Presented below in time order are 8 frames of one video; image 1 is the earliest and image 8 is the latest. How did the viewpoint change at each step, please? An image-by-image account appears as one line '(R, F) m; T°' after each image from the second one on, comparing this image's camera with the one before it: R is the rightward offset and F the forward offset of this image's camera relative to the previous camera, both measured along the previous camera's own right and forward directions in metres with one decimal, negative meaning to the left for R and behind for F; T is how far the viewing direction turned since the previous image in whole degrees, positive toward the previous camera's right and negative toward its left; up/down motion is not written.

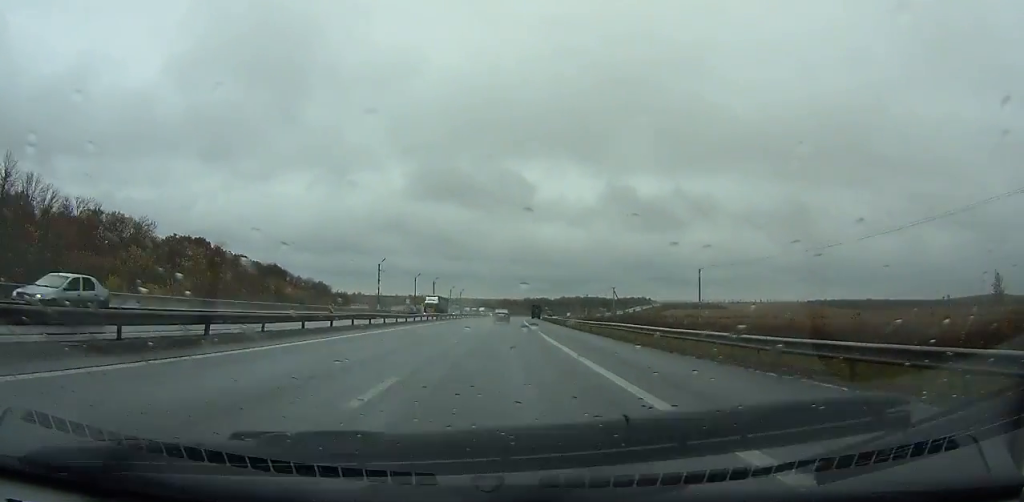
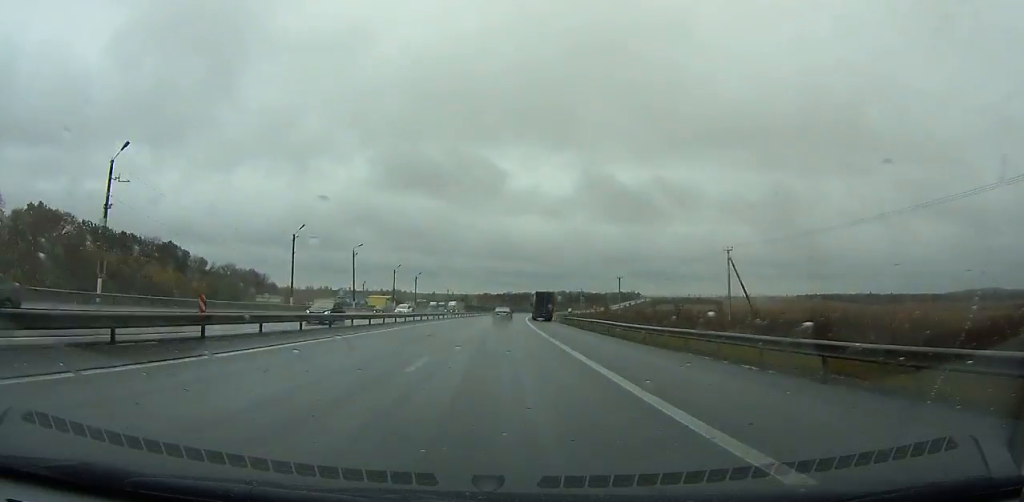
(+2.3, +79.6) m; +3°
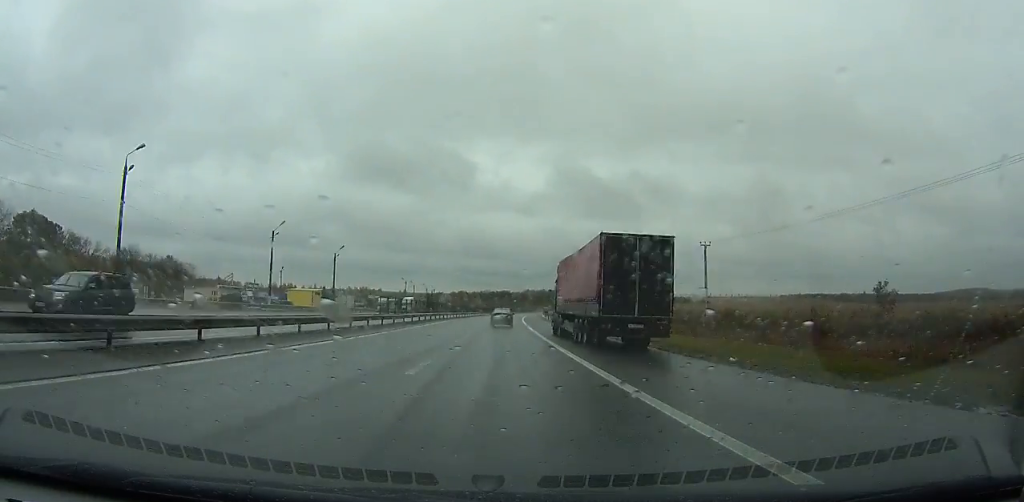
(+1.1, +58.0) m; +2°
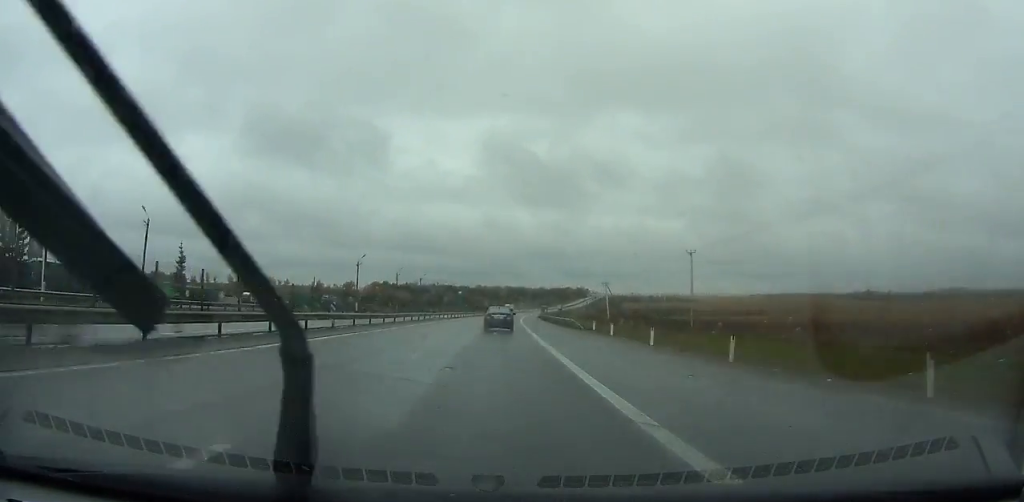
(+7.6, +176.8) m; +5°
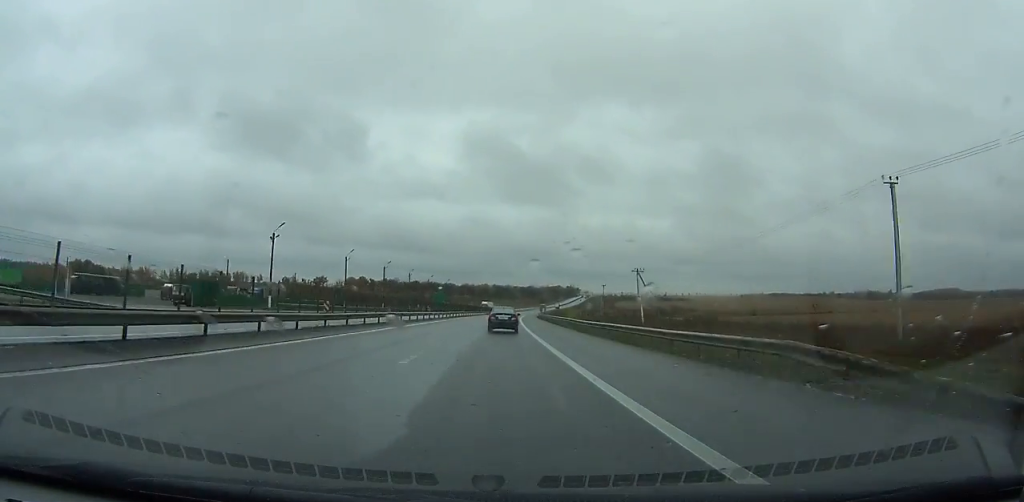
(-0.1, +37.3) m; +1°
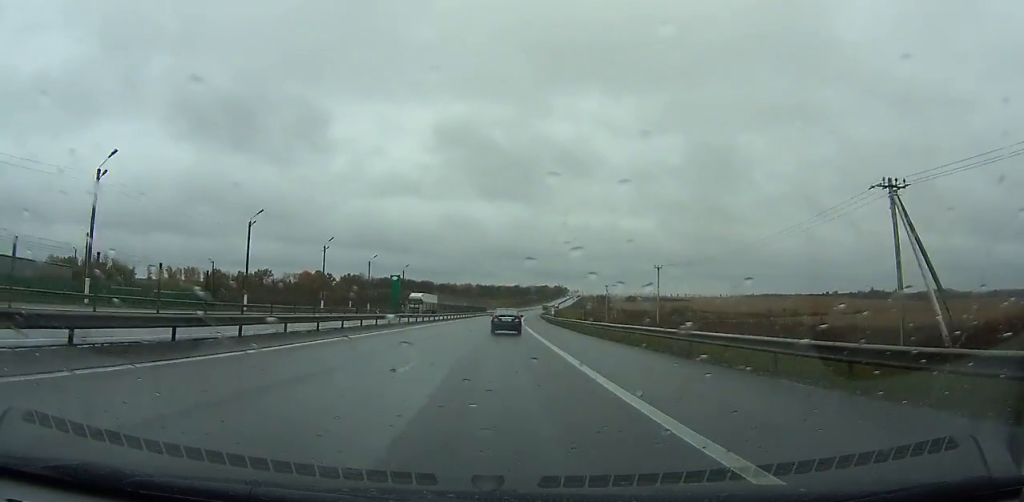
(+1.0, +62.6) m; +2°
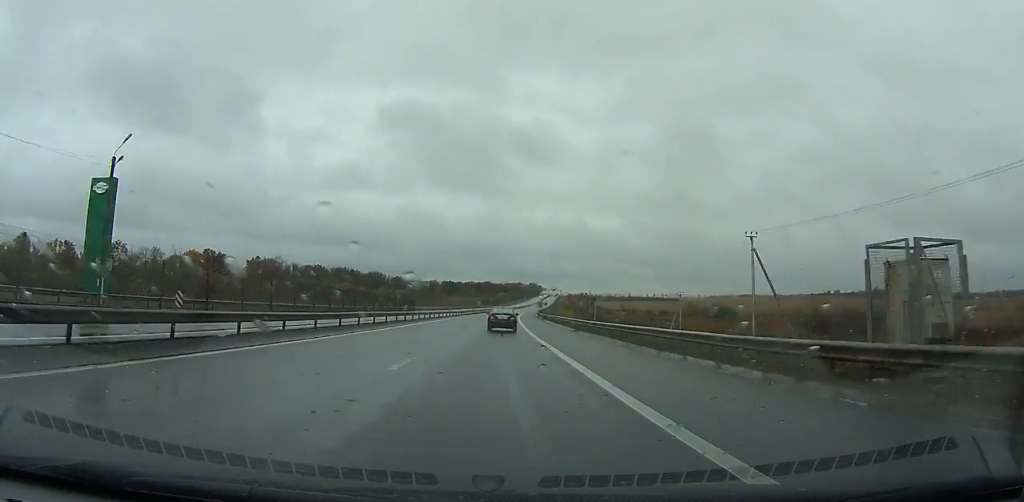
(+2.3, +96.6) m; +3°
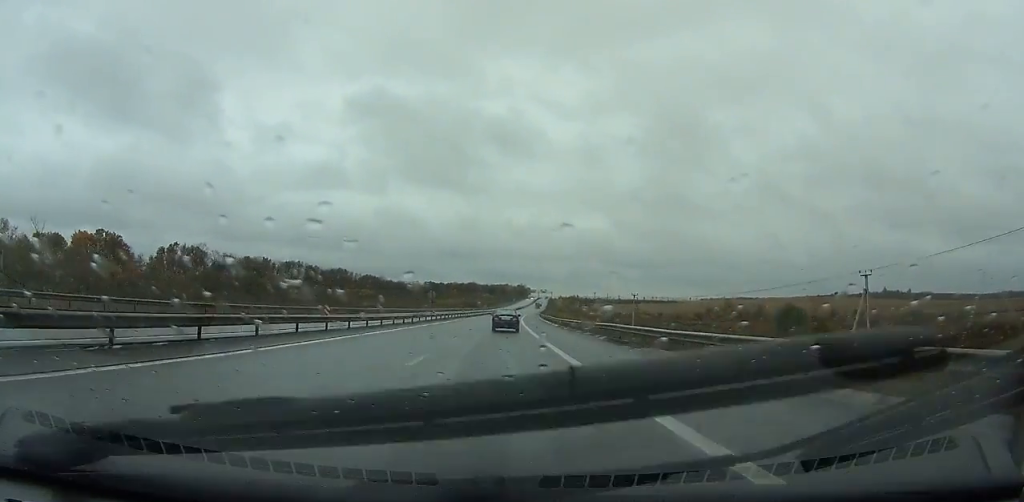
(+1.0, +58.4) m; +2°
